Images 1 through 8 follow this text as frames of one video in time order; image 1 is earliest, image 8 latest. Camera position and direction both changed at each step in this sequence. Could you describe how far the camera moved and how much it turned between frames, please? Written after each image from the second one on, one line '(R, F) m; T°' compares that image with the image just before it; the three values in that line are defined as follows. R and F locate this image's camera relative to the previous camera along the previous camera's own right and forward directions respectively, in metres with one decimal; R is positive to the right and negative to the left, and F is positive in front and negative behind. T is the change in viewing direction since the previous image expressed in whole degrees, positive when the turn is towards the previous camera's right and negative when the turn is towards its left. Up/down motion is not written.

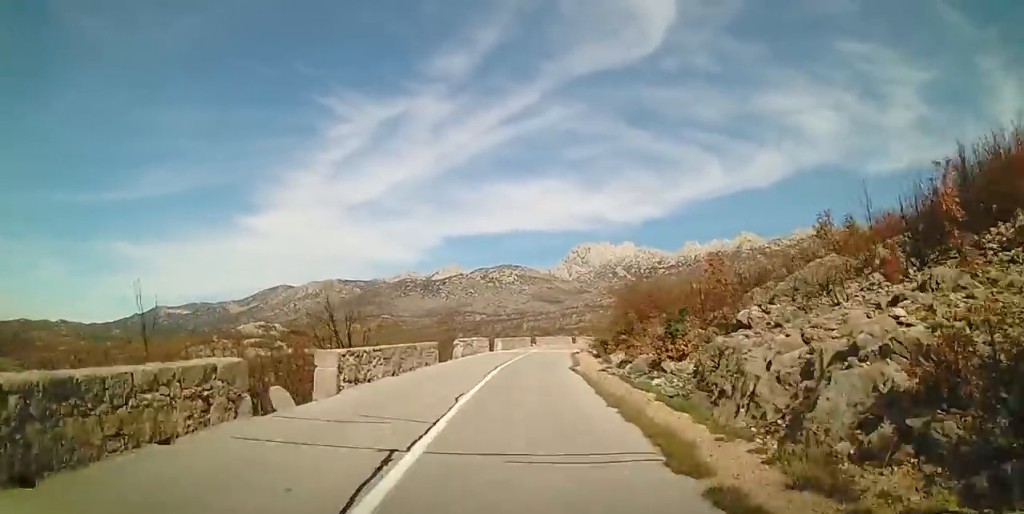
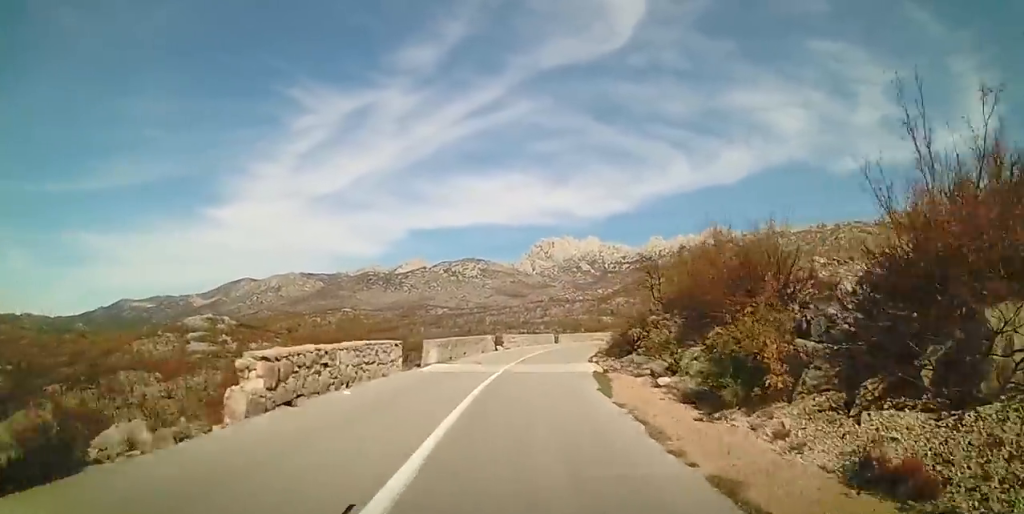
(+0.2, +18.2) m; +6°
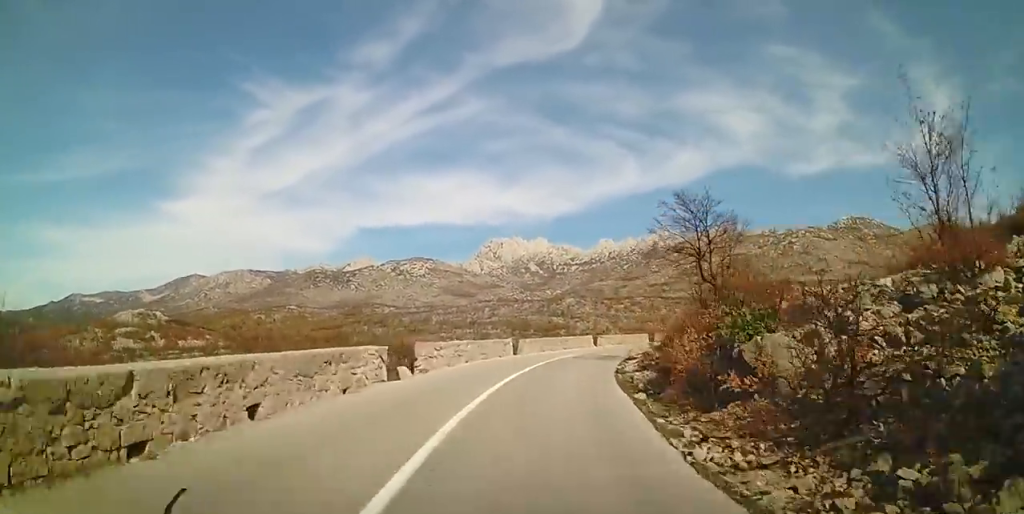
(+1.6, +16.3) m; +8°
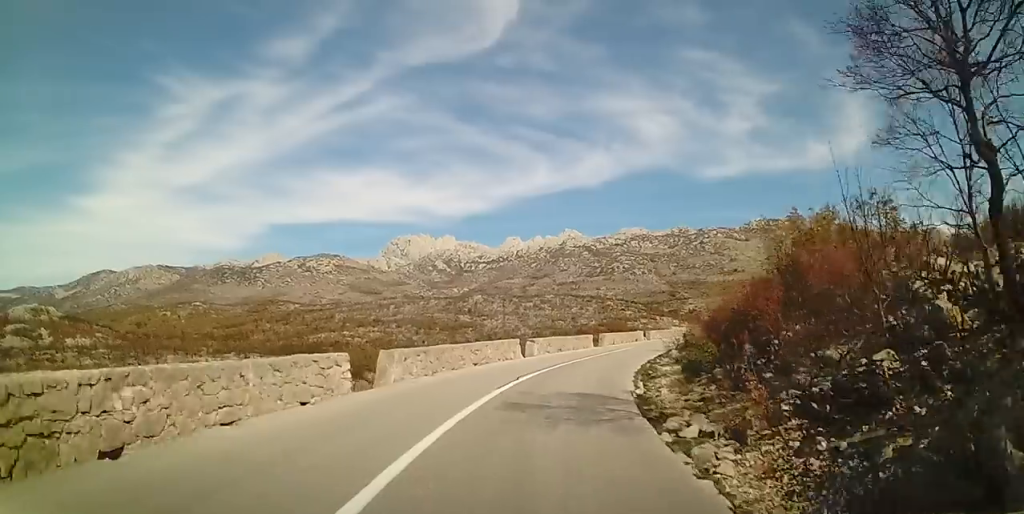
(+0.7, +15.3) m; +6°
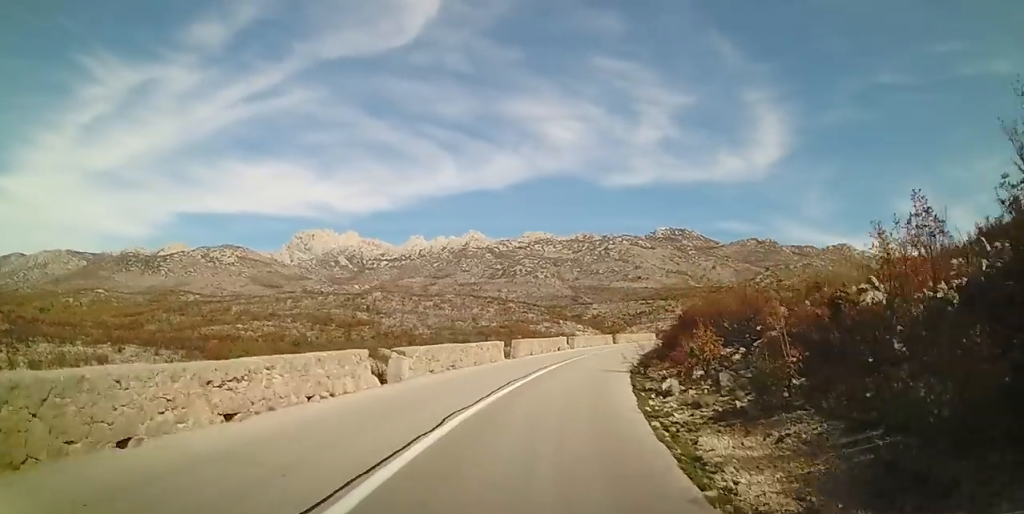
(+0.7, +11.7) m; +8°
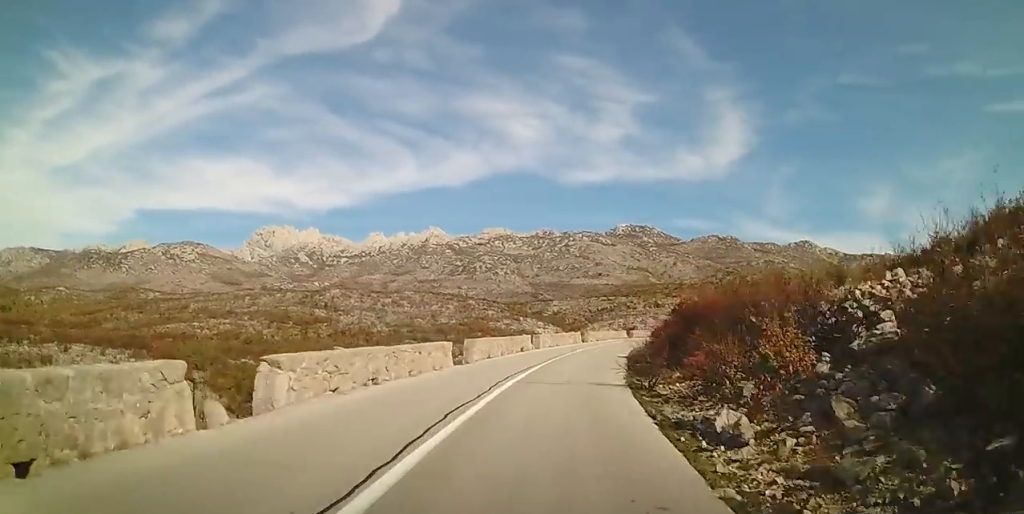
(+0.5, +5.4) m; +4°
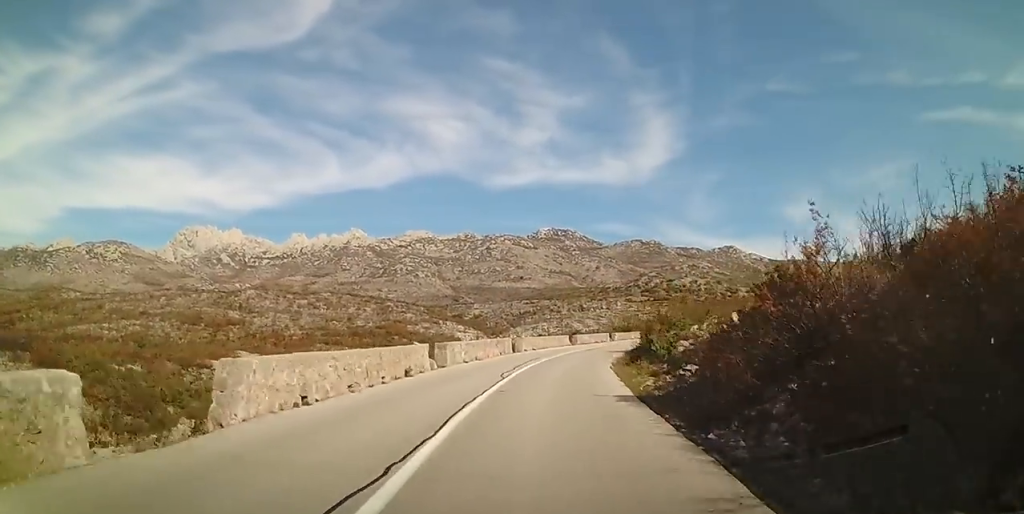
(+0.4, +13.6) m; +6°
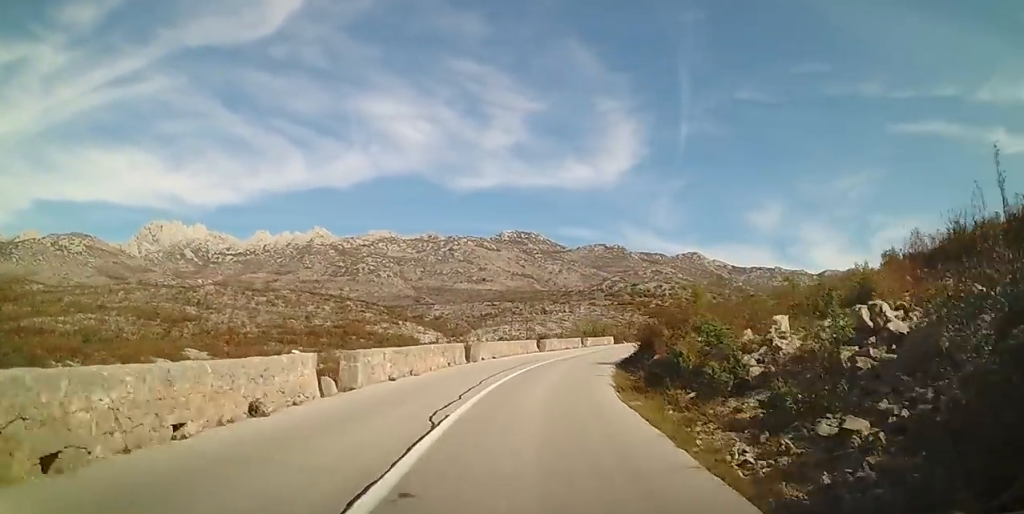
(+0.4, +6.8) m; +5°
